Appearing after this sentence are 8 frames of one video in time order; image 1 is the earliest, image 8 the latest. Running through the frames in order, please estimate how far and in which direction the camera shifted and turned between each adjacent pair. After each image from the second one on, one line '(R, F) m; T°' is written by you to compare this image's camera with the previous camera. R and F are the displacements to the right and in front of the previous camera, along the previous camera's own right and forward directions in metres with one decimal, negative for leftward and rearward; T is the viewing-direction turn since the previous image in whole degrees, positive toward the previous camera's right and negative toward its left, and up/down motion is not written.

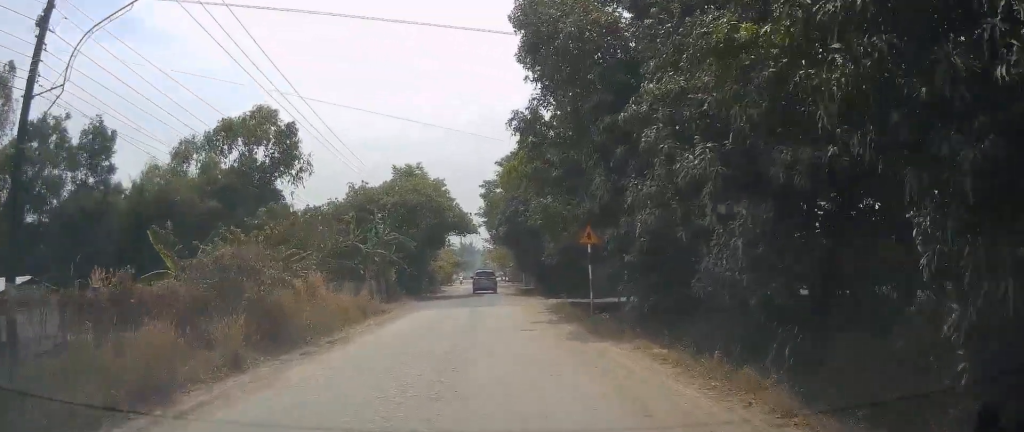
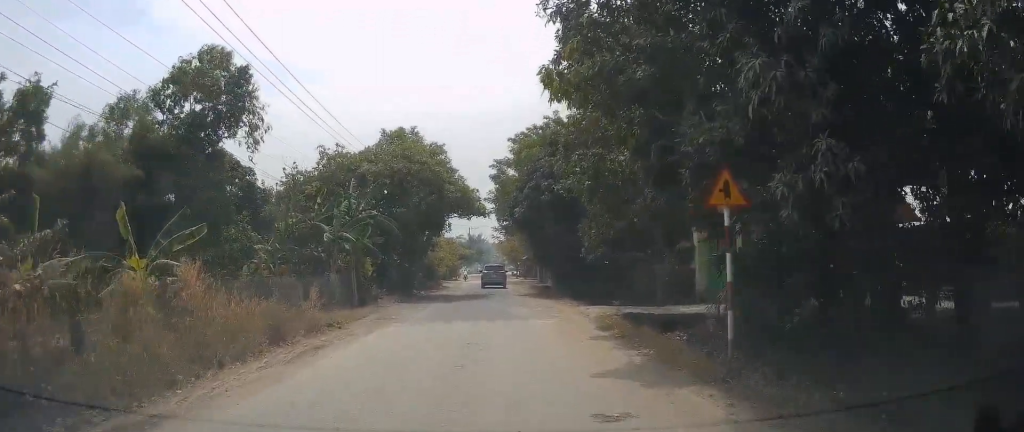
(0.0, +10.1) m; 0°
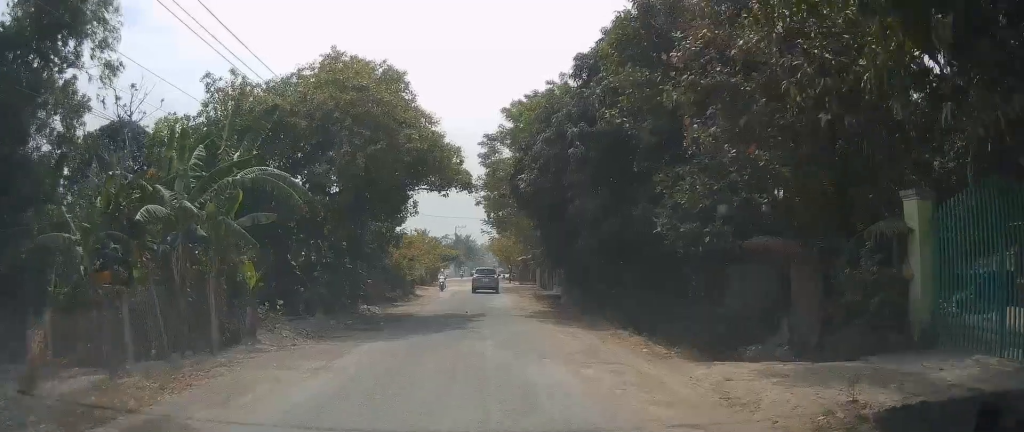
(0.0, +13.3) m; 0°
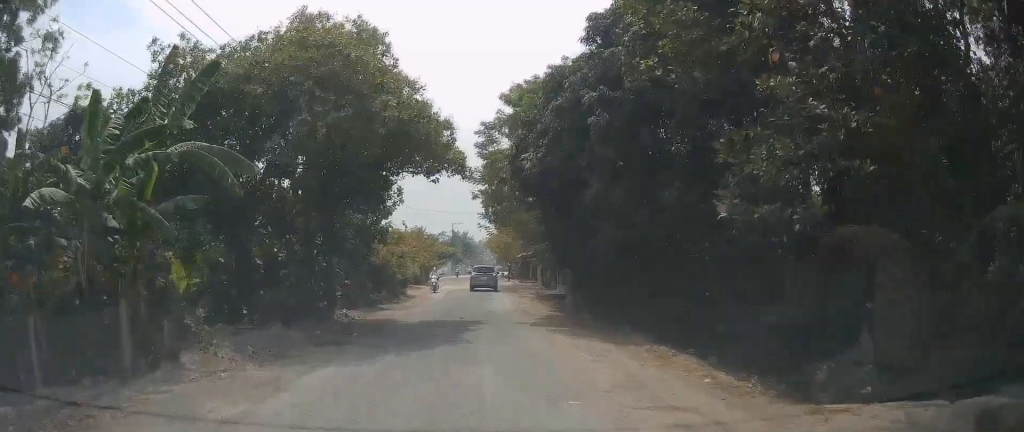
(0.0, +3.8) m; 0°
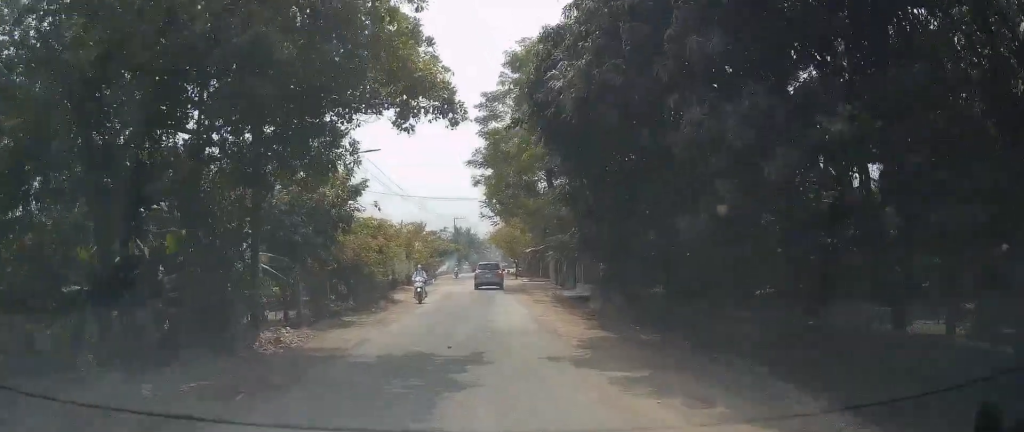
(0.0, +7.6) m; 0°
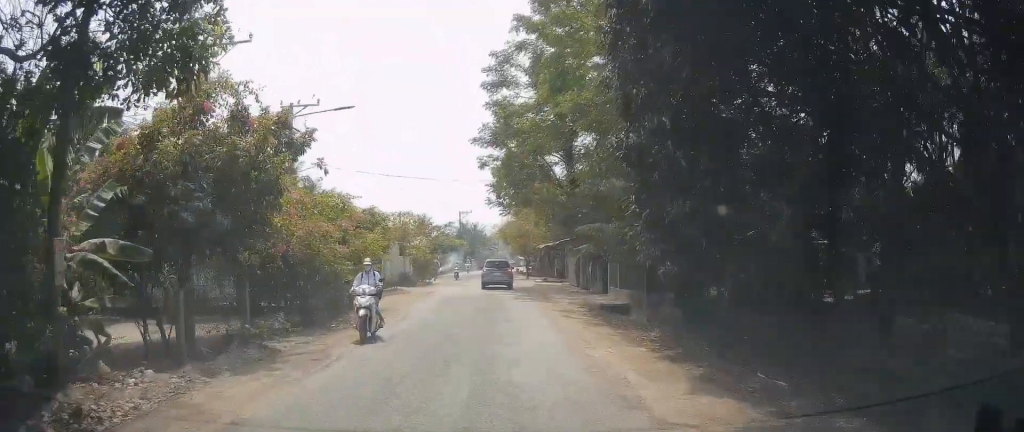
(0.0, +7.7) m; 0°
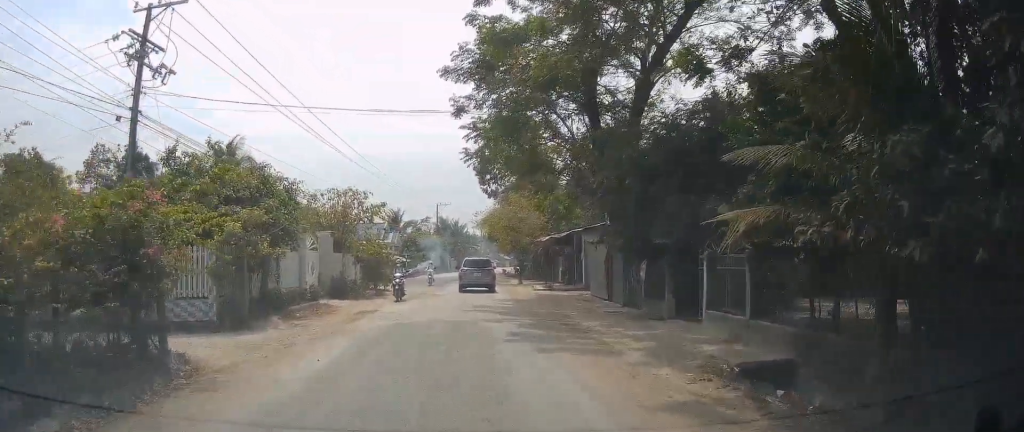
(0.0, +18.4) m; 0°
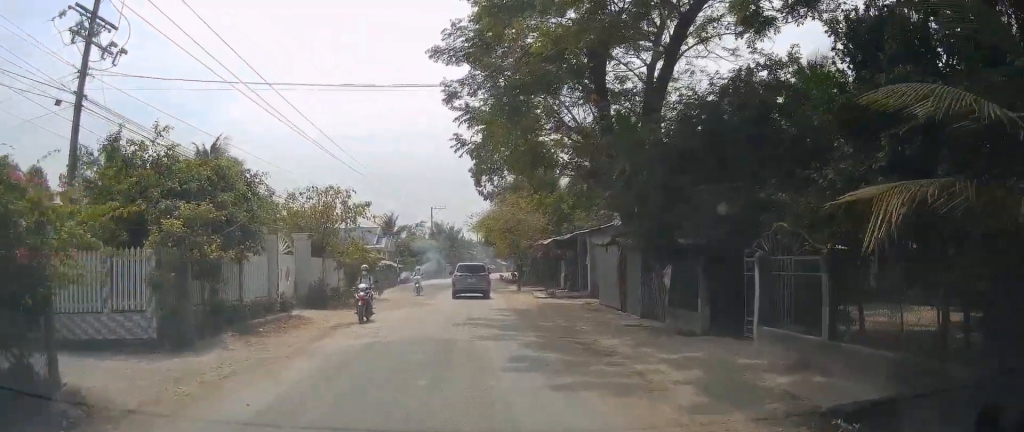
(0.0, +3.8) m; 0°
